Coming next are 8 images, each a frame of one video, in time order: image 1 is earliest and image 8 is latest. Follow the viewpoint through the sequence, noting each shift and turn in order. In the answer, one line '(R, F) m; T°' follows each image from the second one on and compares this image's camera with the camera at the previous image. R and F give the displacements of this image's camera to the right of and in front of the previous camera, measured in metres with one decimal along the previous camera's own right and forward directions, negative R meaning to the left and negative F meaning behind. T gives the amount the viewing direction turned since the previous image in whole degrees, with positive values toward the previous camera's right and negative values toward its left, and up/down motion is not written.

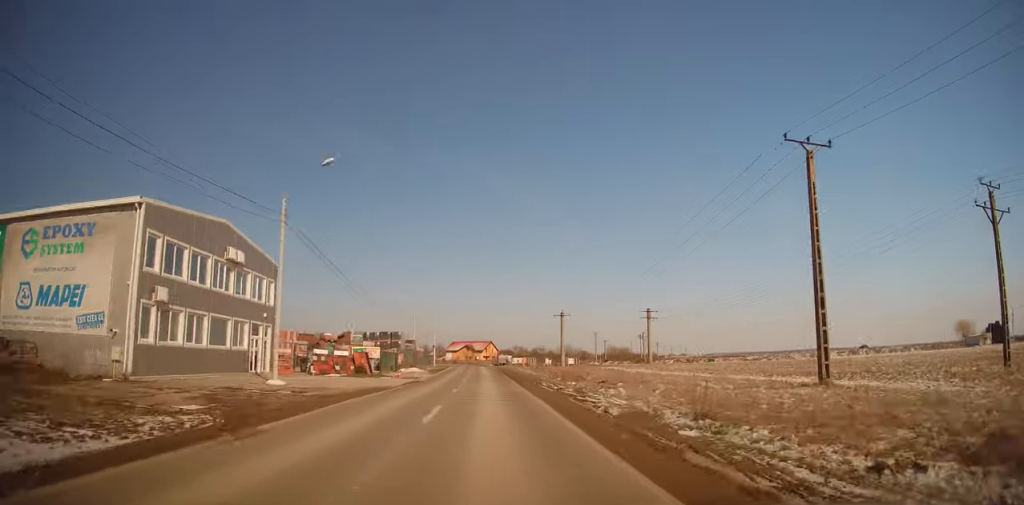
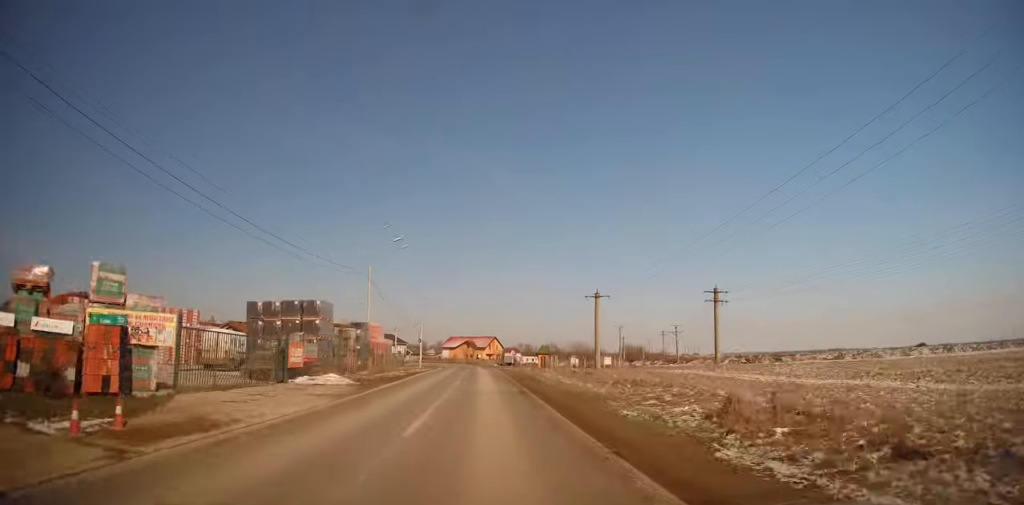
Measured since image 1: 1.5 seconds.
(-0.2, +28.2) m; +1°
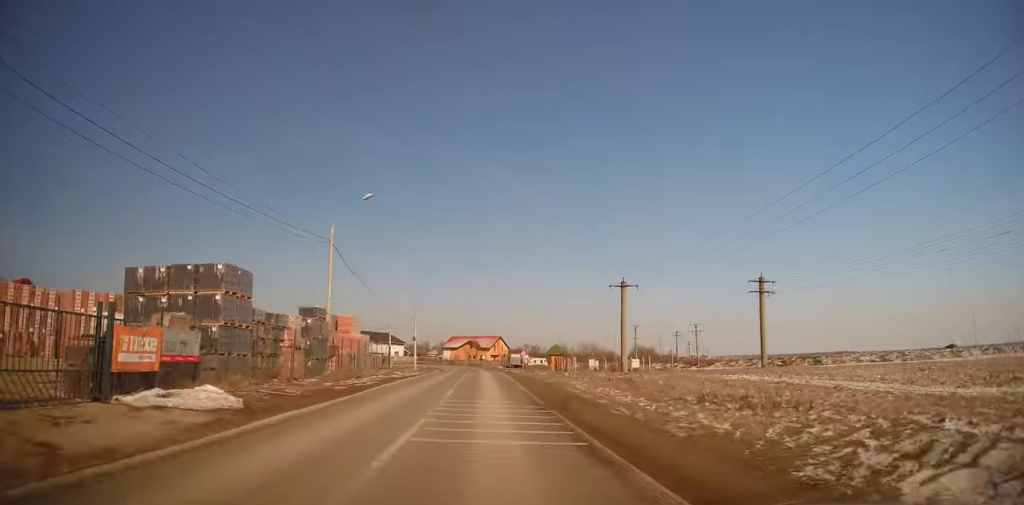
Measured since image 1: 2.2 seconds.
(+0.3, +11.2) m; 0°
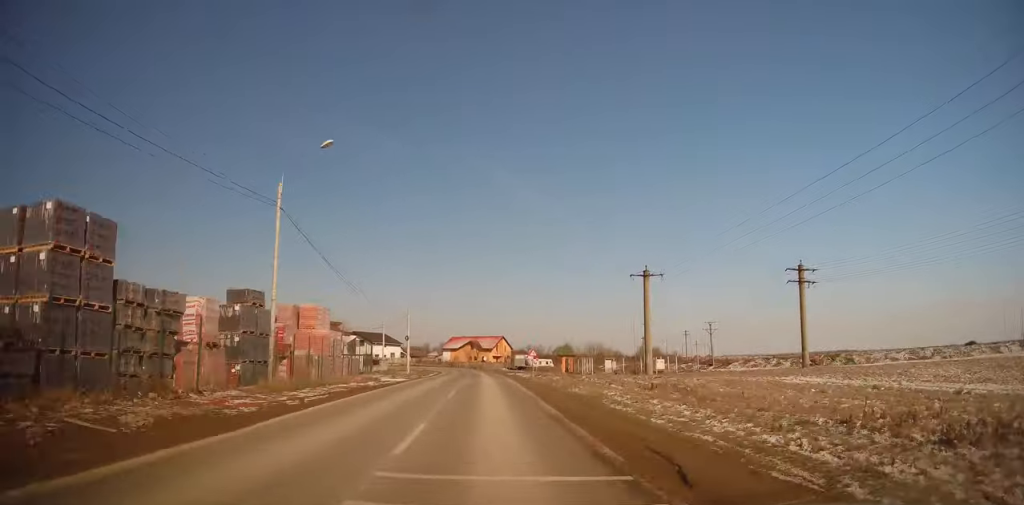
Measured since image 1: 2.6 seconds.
(-0.1, +8.1) m; -1°
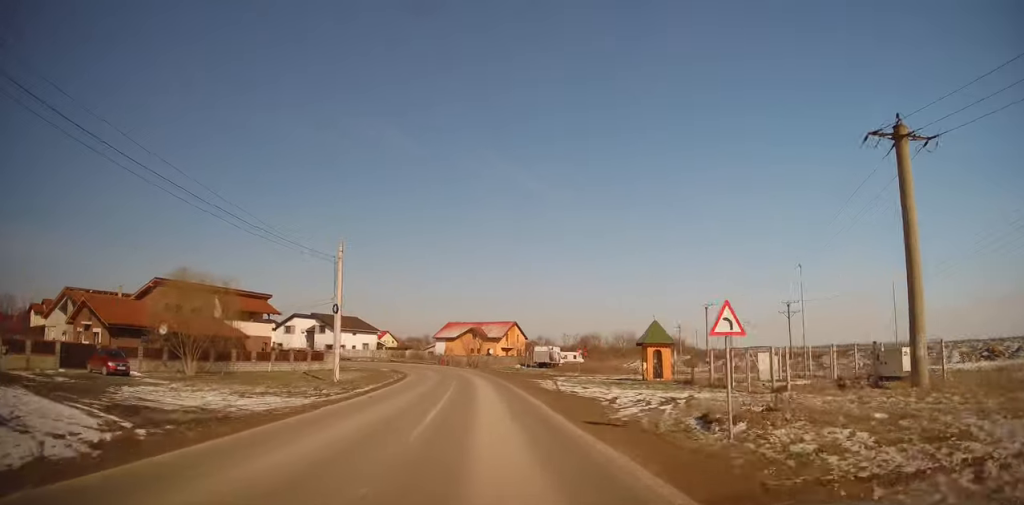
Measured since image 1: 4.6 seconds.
(-1.3, +33.4) m; -2°
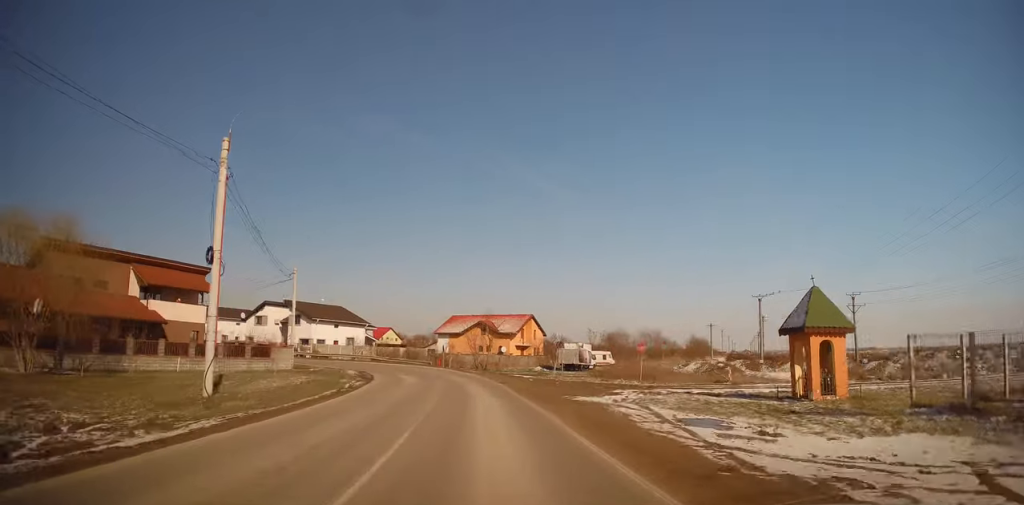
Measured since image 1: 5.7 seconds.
(+0.4, +16.1) m; 0°
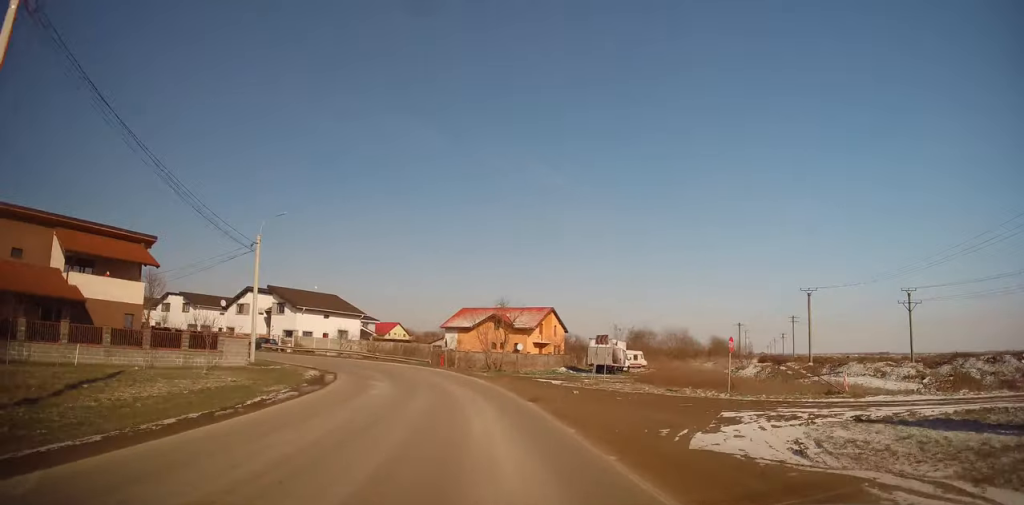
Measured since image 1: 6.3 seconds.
(0.0, +9.9) m; -2°
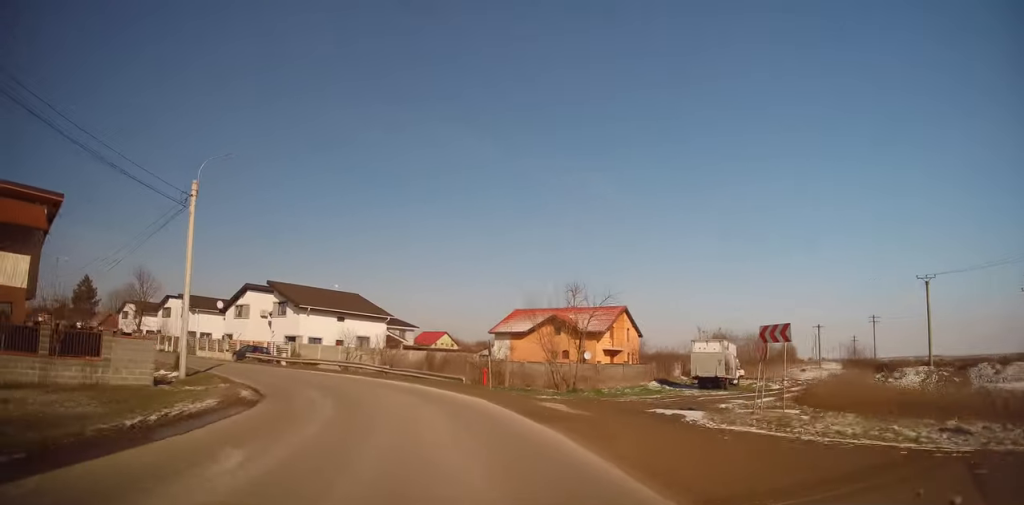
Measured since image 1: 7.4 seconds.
(-0.6, +14.3) m; -3°
